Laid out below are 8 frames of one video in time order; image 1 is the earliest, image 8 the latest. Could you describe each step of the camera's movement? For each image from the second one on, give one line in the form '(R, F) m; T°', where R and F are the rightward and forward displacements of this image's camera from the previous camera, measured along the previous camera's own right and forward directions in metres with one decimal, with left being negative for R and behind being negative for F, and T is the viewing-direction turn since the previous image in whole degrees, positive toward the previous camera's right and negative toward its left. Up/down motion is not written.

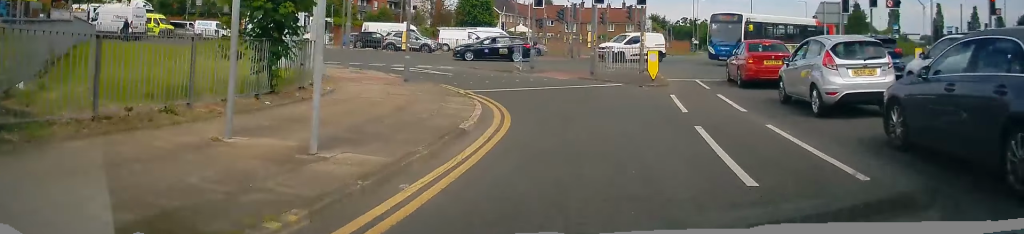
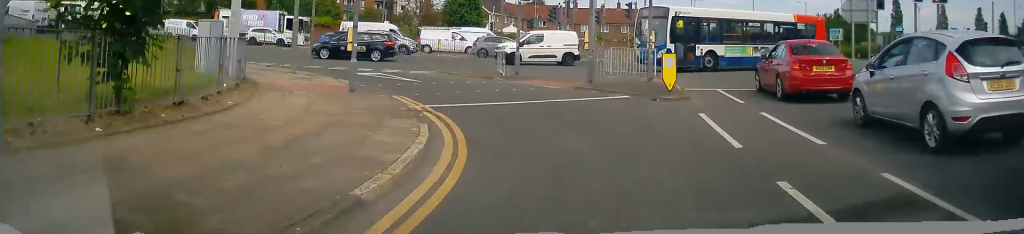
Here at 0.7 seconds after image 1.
(+0.1, +4.4) m; +4°
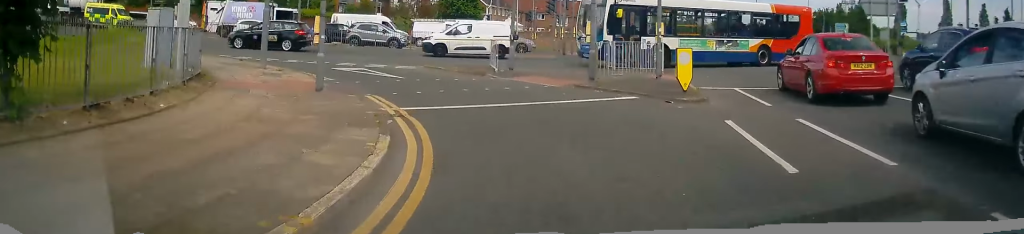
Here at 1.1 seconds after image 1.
(+0.2, +2.2) m; +1°
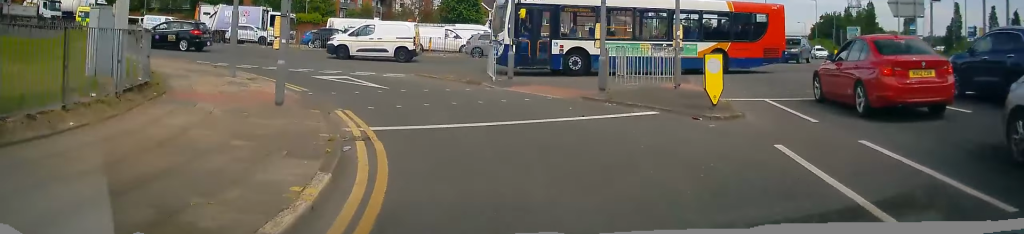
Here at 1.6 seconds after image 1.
(+0.1, +2.5) m; -1°
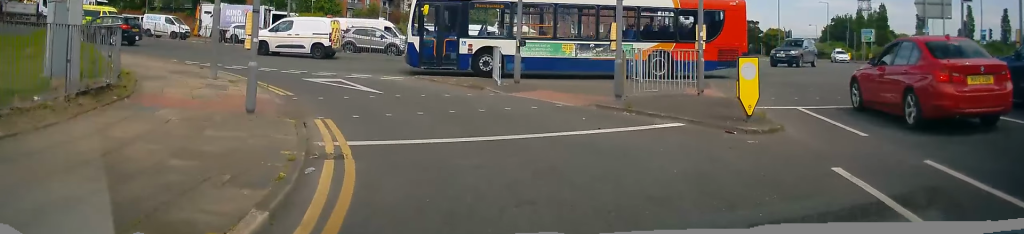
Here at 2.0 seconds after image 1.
(-0.1, +1.6) m; -5°
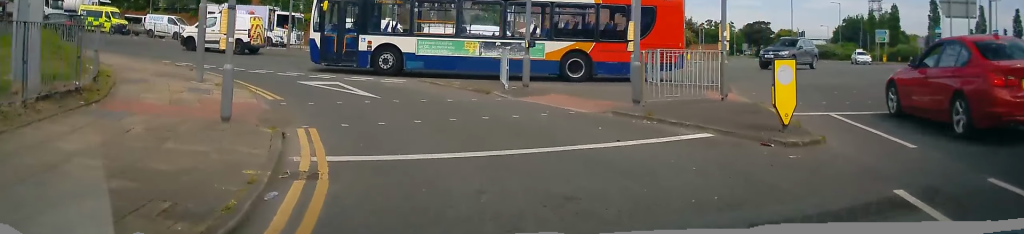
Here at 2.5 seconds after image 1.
(0.0, +1.5) m; -5°
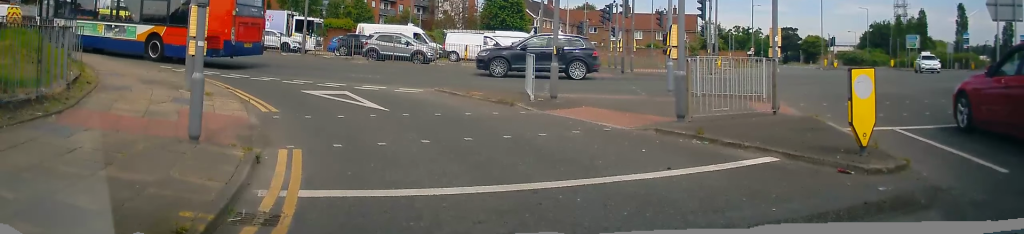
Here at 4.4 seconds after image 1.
(-0.5, +2.1) m; 0°
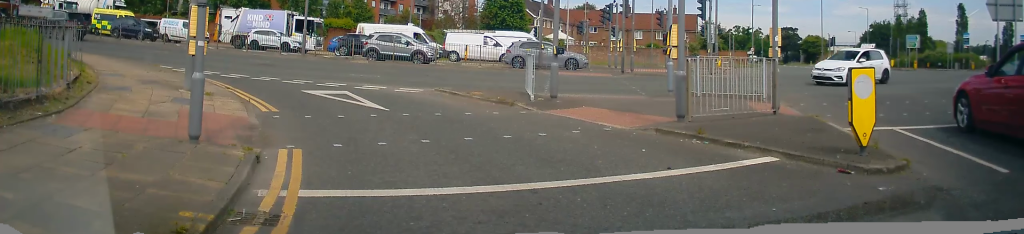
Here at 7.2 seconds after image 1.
(-0.2, +0.1) m; 0°
